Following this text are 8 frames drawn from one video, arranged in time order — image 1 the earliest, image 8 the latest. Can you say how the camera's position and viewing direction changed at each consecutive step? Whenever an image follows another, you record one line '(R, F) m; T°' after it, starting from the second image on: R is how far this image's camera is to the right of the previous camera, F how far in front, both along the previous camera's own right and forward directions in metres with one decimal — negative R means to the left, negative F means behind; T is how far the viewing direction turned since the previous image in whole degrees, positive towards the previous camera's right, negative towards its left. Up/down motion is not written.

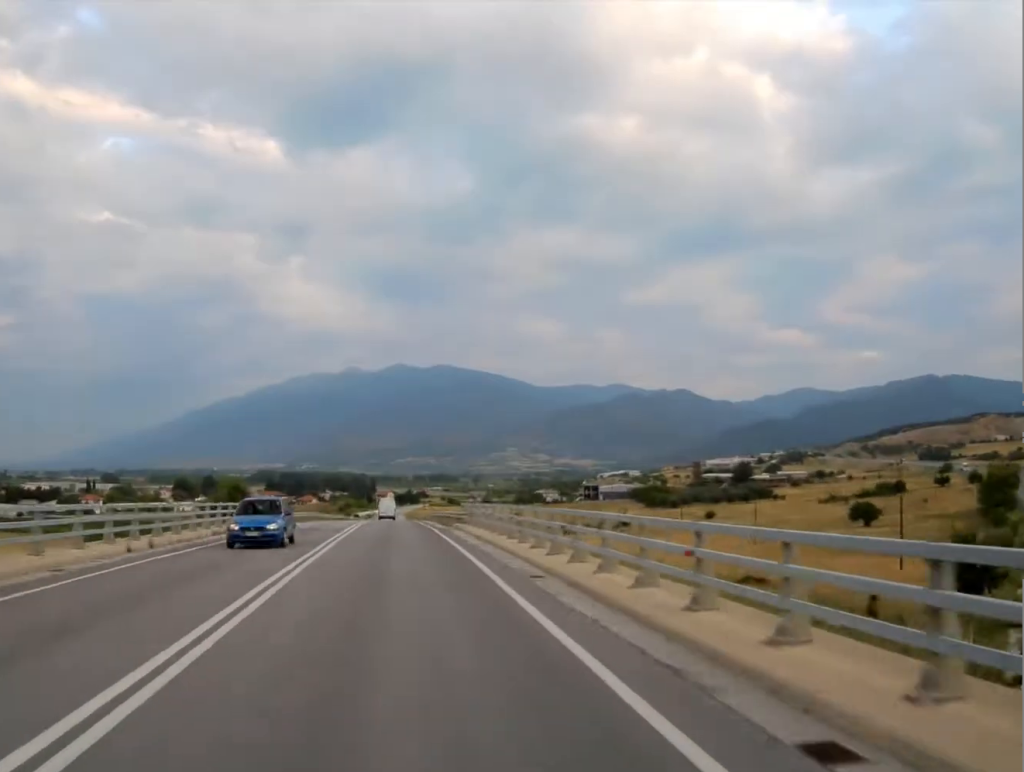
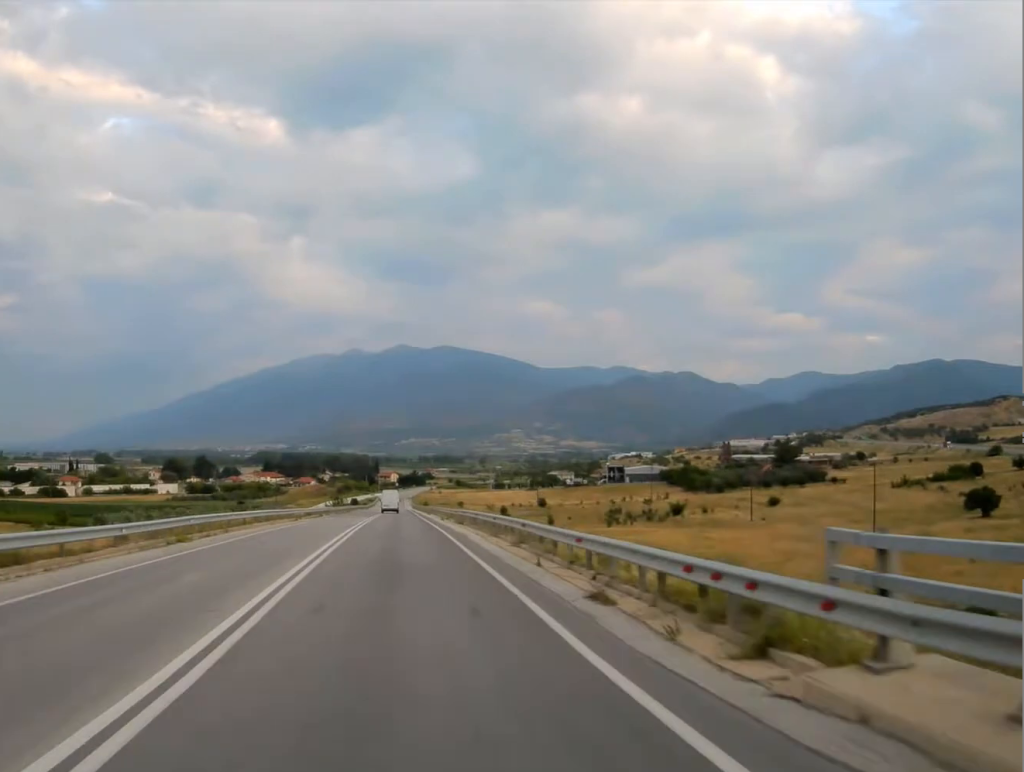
(0.0, +41.9) m; 0°
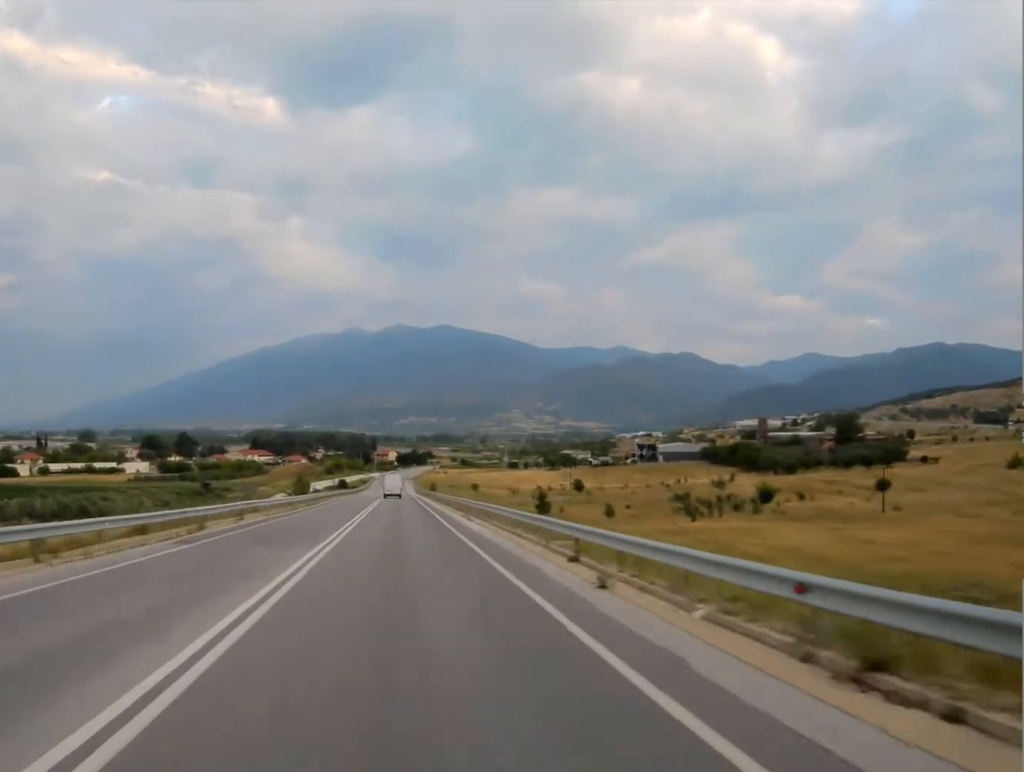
(+0.2, +53.0) m; 0°
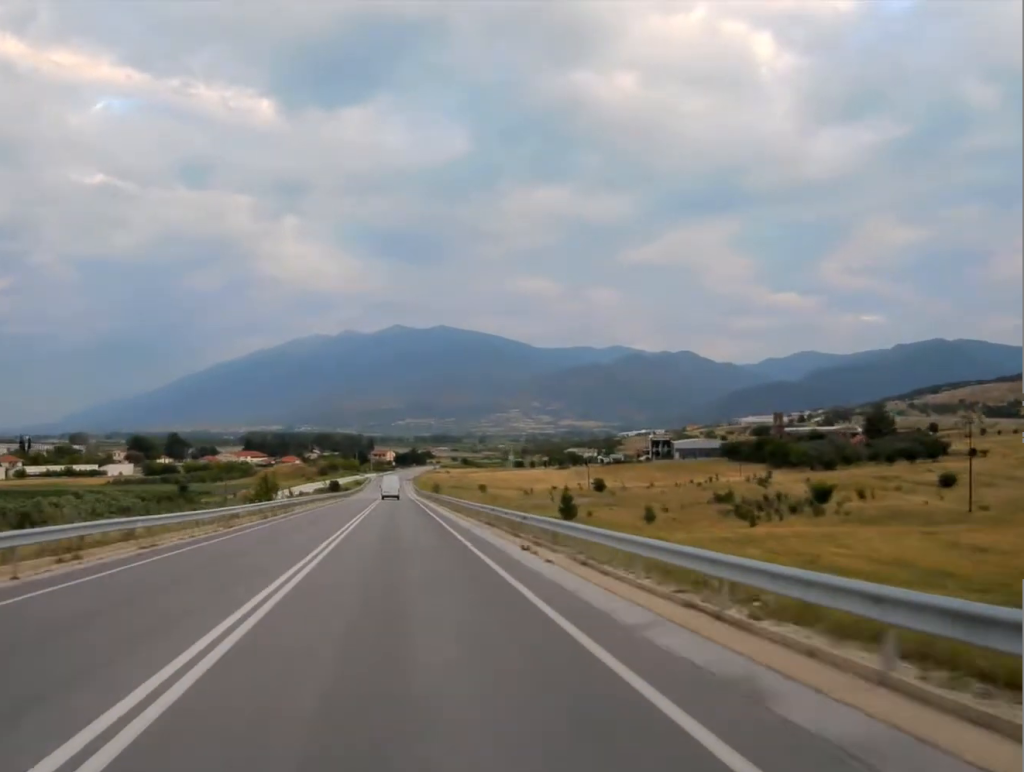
(0.0, +22.2) m; 0°
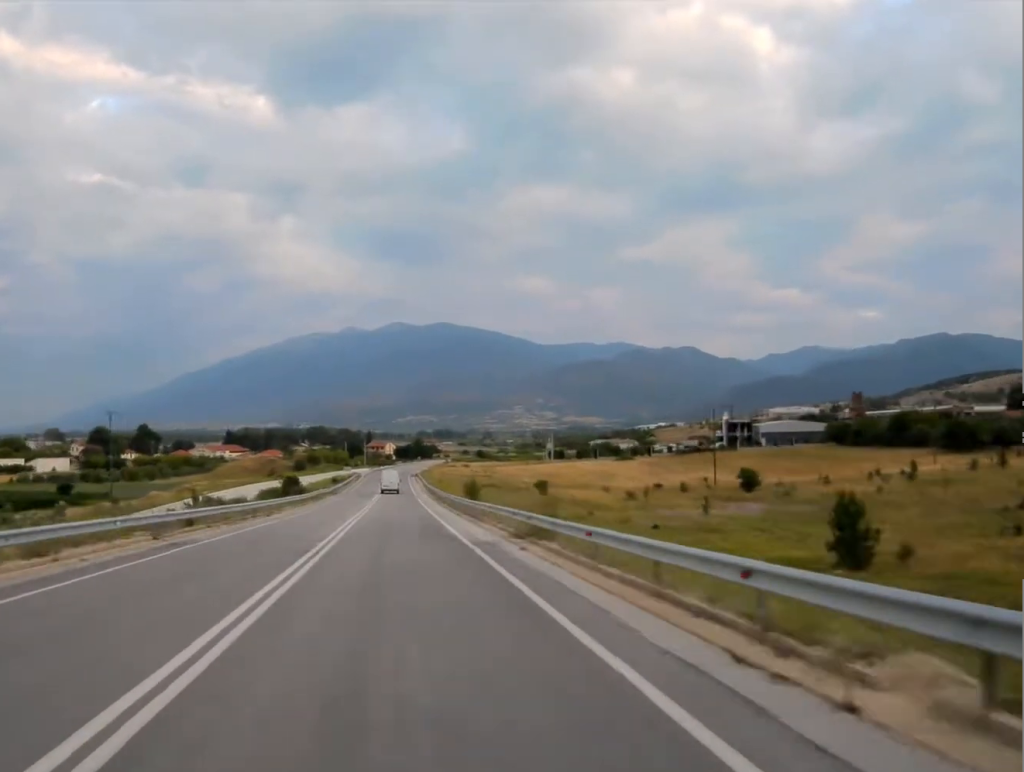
(-0.1, +75.0) m; 0°
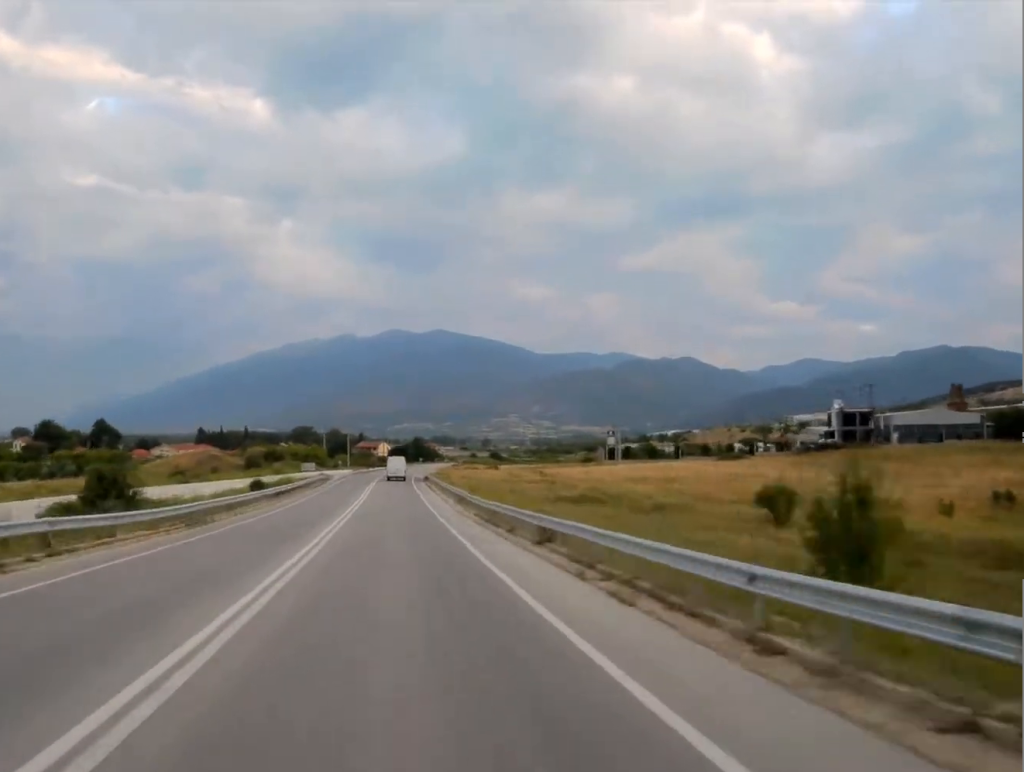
(0.0, +68.0) m; 0°
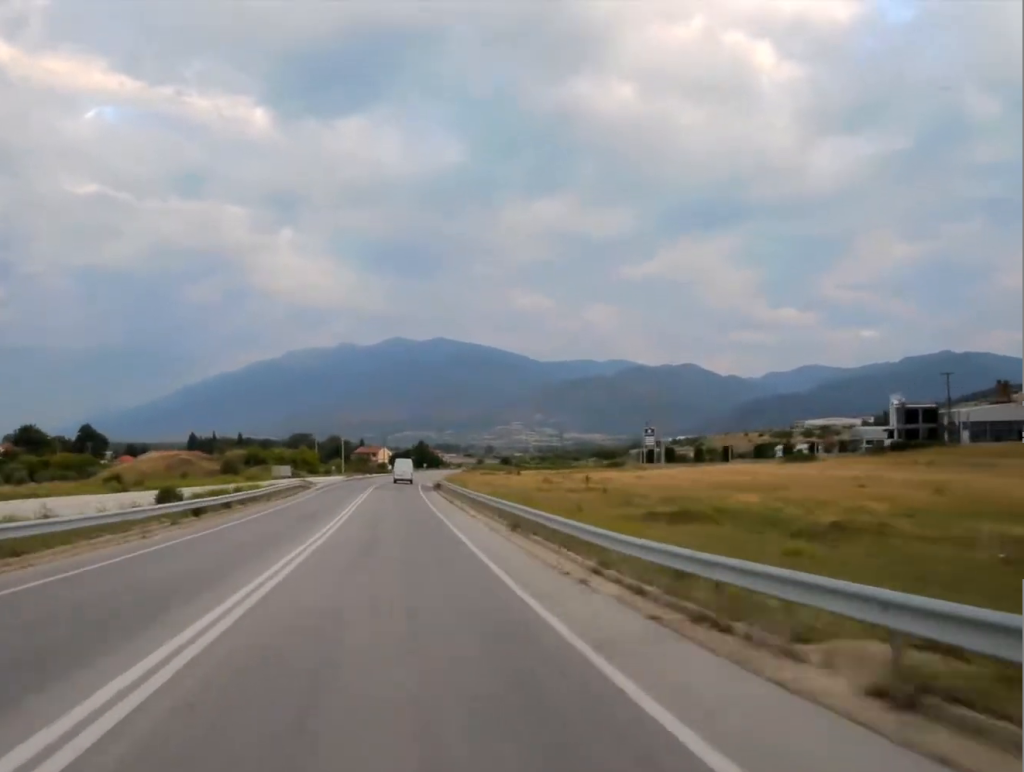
(0.0, +21.9) m; 0°
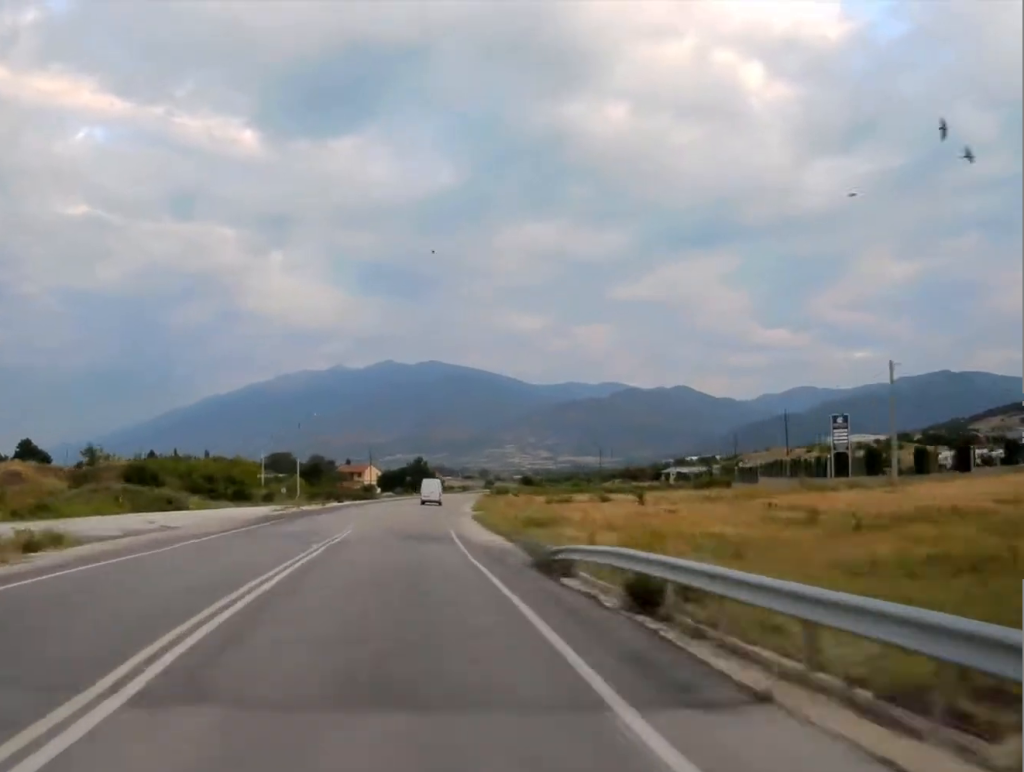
(+0.2, +58.3) m; +1°
